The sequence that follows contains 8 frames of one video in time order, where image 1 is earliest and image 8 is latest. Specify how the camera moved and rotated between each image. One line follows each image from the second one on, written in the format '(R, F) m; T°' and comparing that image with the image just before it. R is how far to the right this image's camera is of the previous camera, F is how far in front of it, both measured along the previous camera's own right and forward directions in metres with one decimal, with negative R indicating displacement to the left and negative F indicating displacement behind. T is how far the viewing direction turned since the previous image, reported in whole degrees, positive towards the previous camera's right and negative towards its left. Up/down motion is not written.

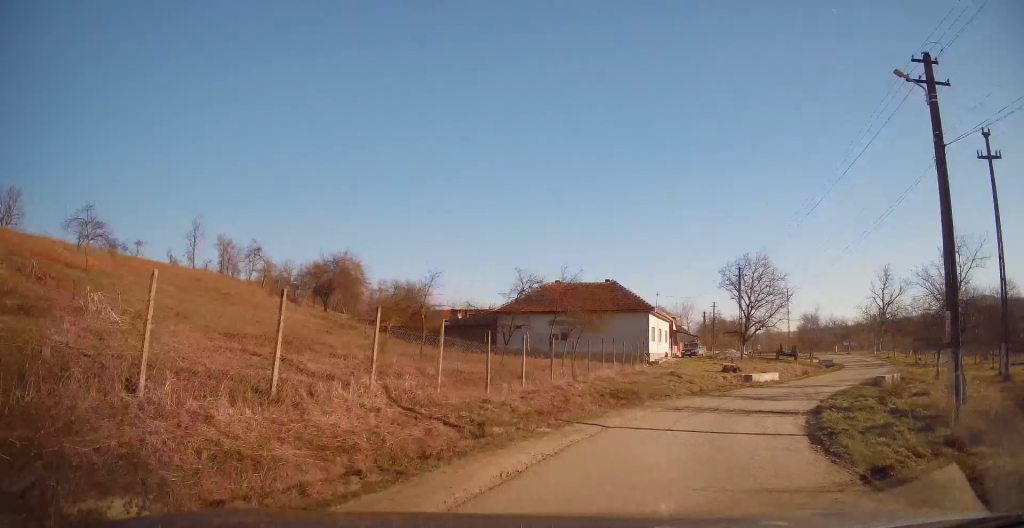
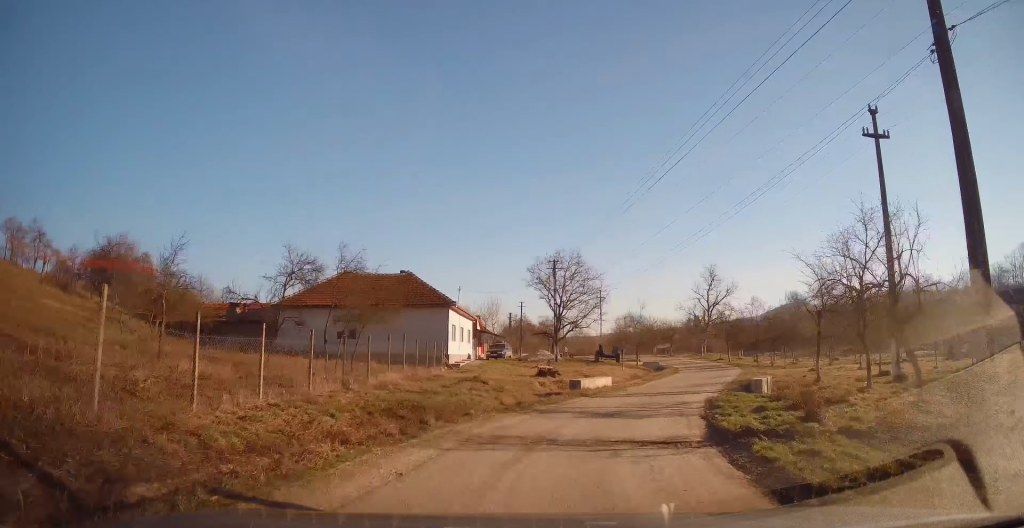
(+1.1, +4.6) m; +16°
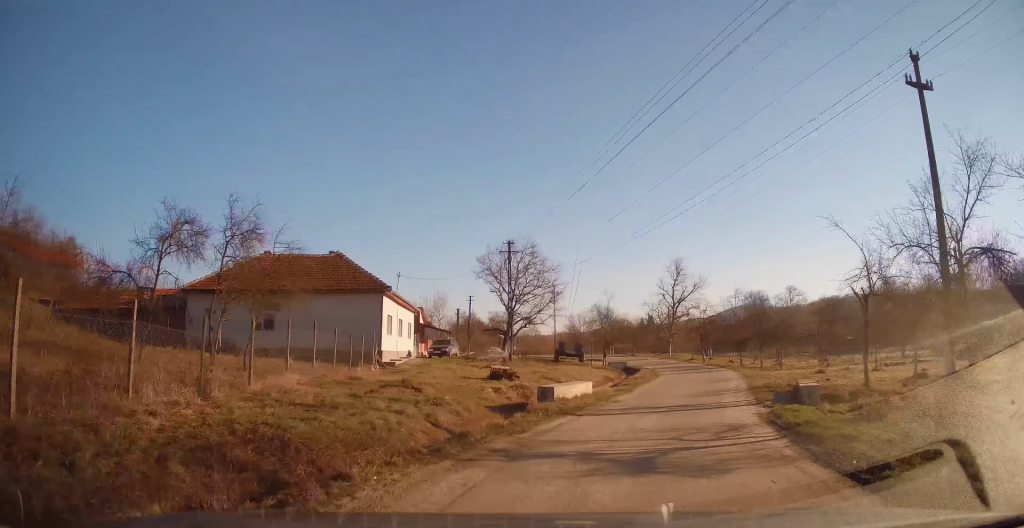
(+0.2, +5.4) m; +3°
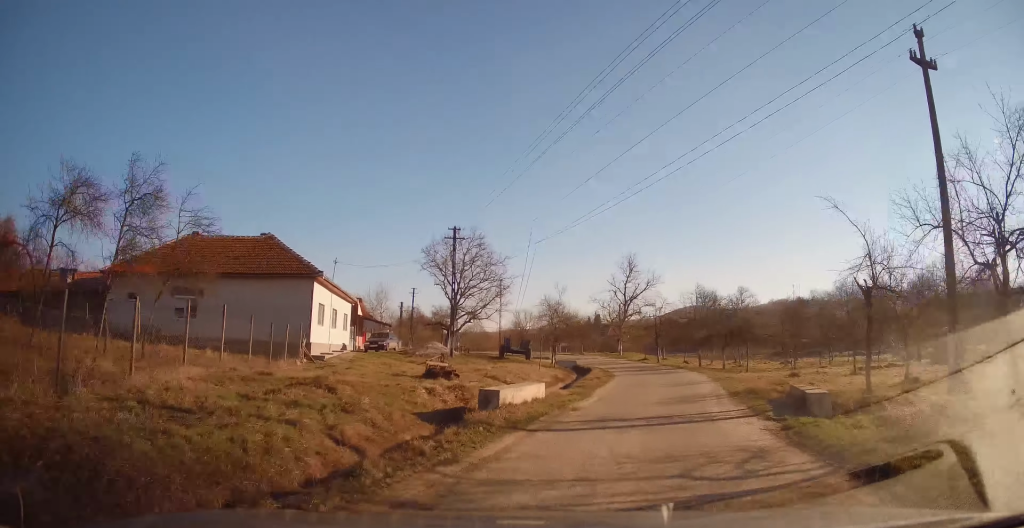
(+0.1, +2.9) m; +4°
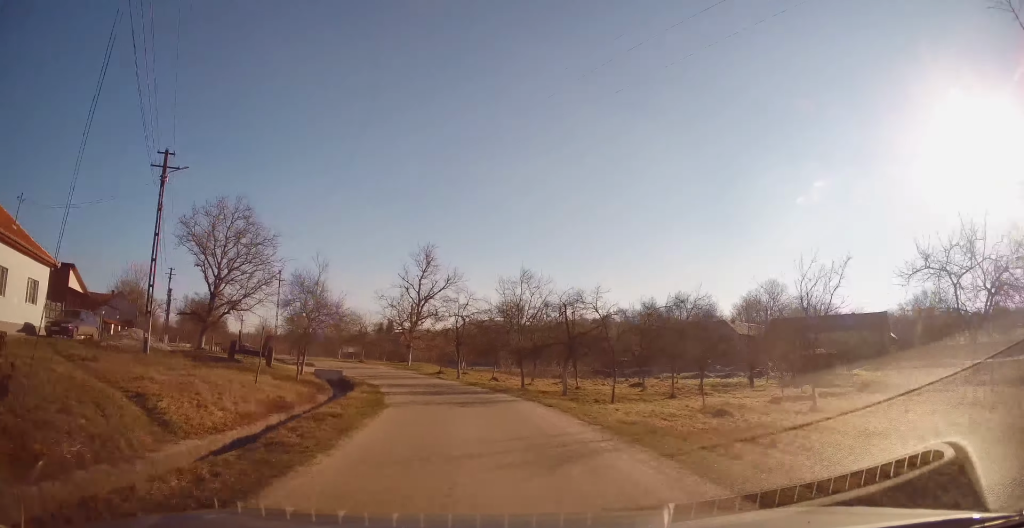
(+2.0, +11.4) m; +19°
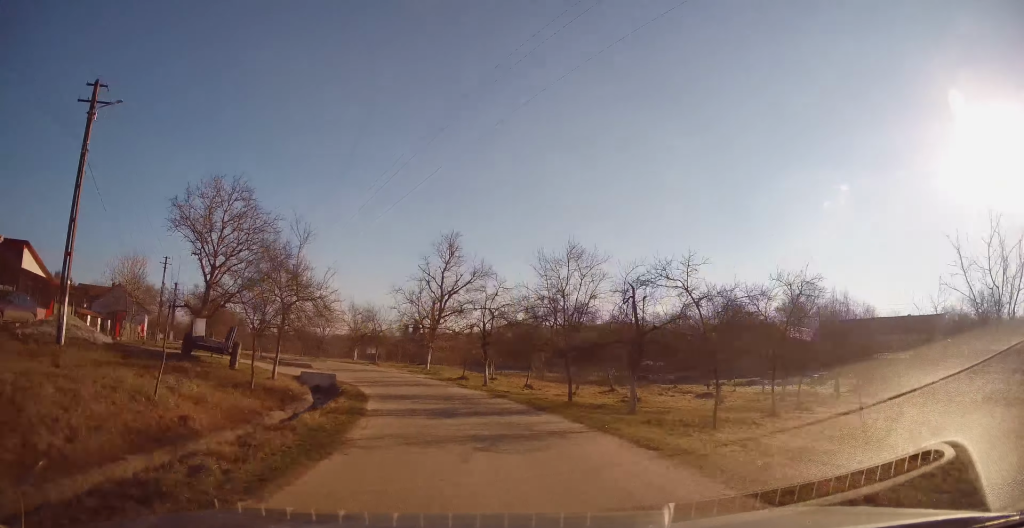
(+0.4, +6.0) m; +2°
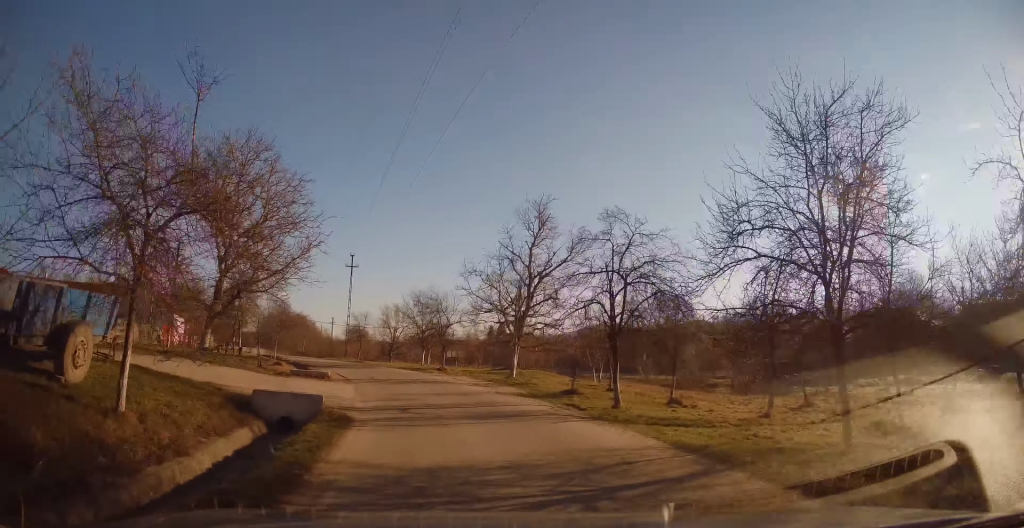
(-0.3, +11.7) m; -8°
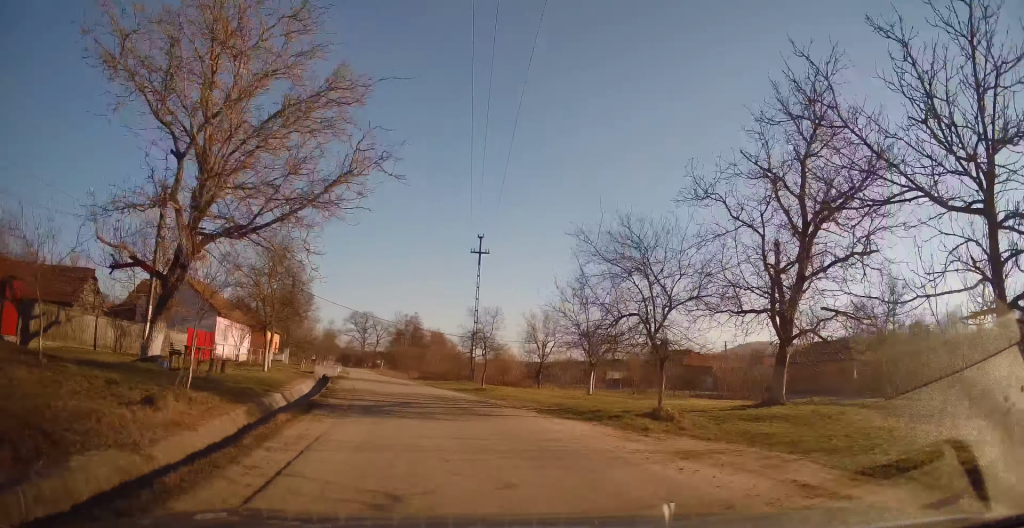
(-3.0, +19.9) m; -16°
